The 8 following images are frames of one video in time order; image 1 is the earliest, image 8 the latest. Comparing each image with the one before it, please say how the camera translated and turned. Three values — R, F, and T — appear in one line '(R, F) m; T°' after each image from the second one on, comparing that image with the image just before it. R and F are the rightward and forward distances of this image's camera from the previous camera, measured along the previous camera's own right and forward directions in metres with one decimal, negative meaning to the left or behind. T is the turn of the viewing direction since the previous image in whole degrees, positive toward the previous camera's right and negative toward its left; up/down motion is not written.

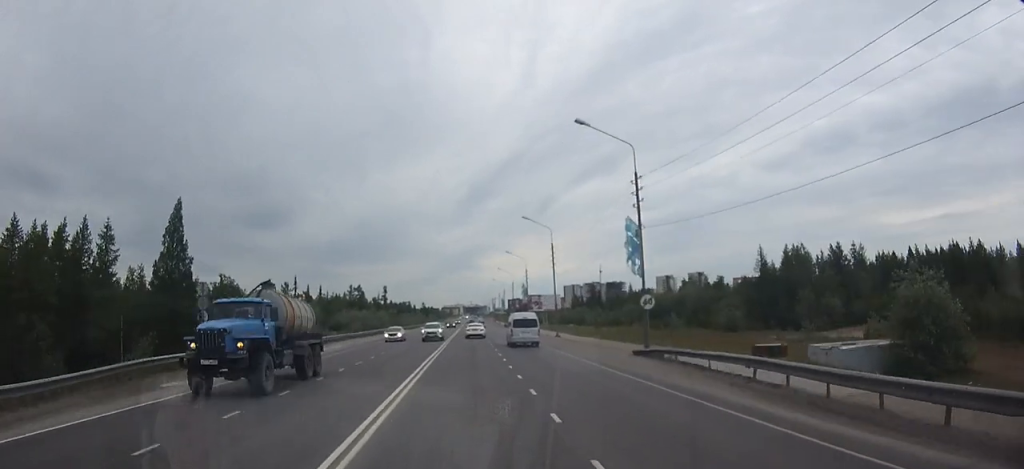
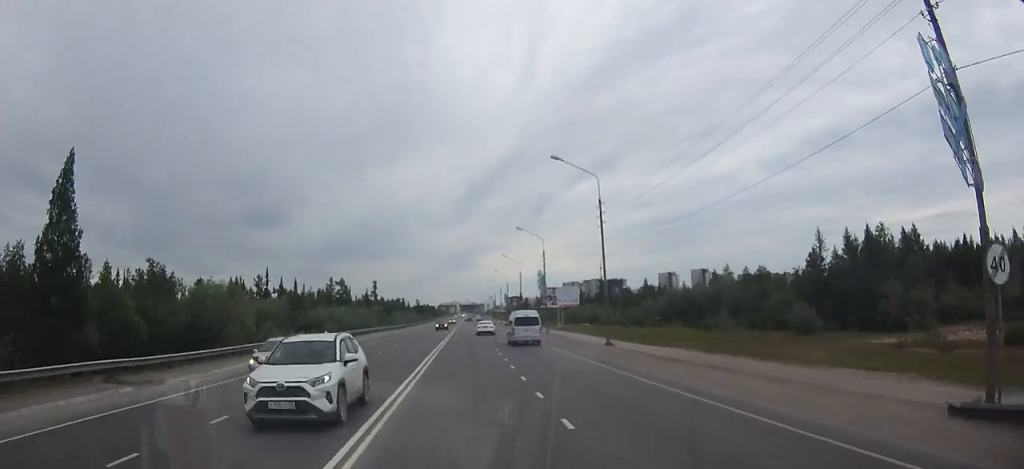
(0.0, +21.3) m; 0°
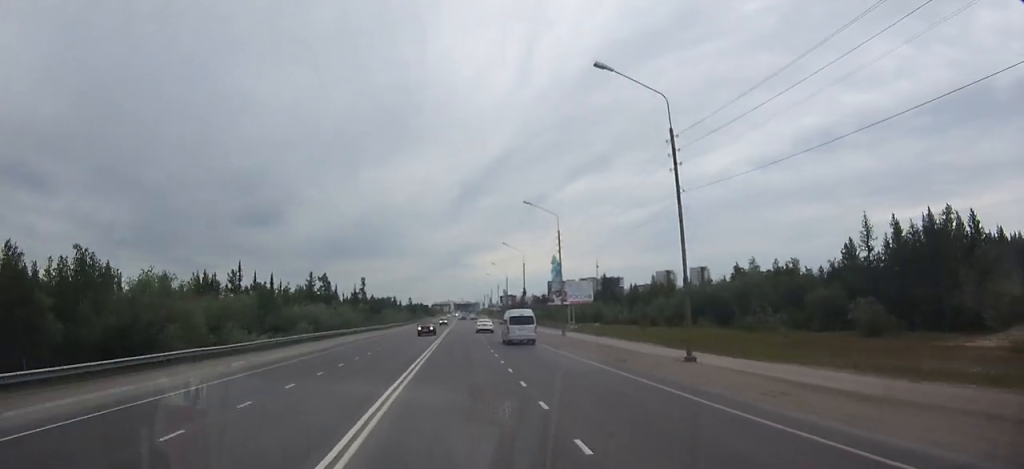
(0.0, +13.0) m; 0°
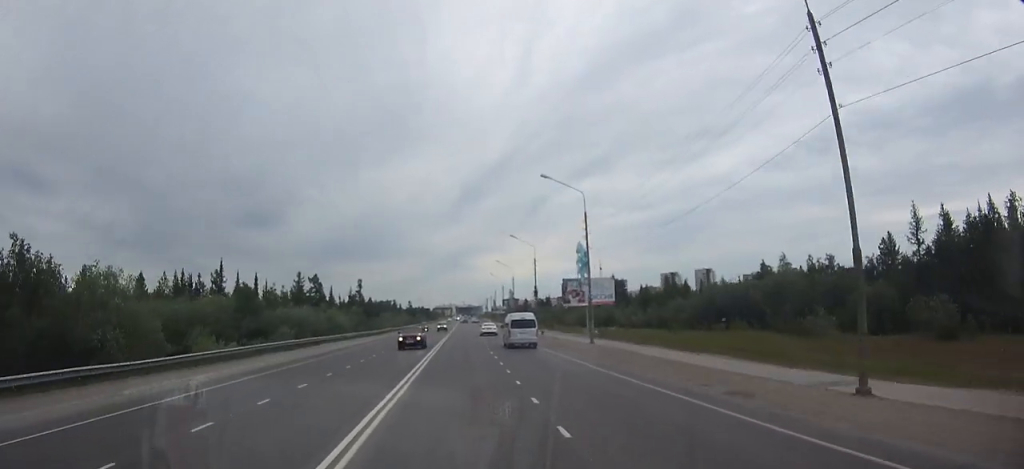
(0.0, +9.2) m; 0°
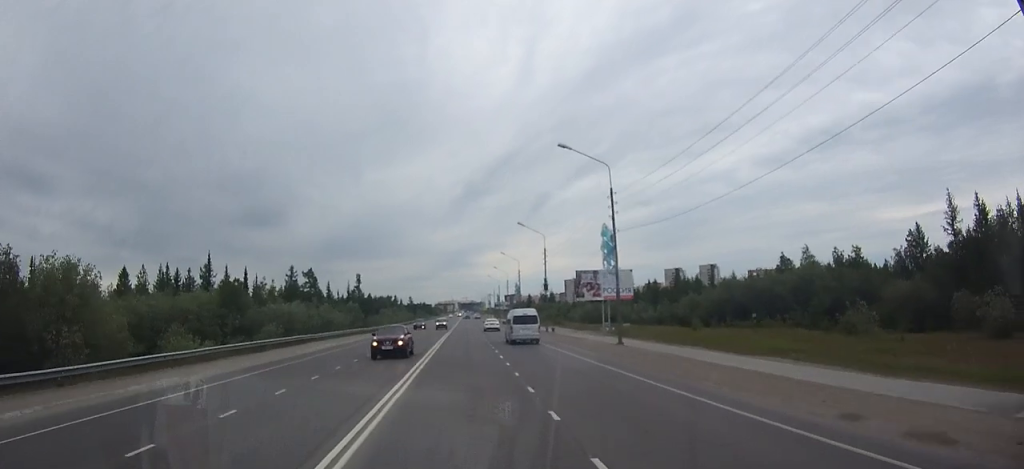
(0.0, +5.6) m; 0°
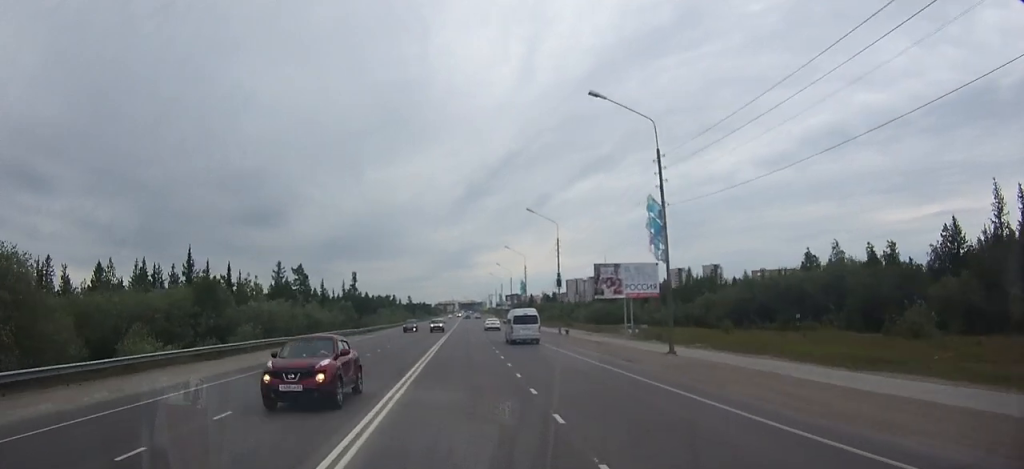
(0.0, +7.1) m; 0°
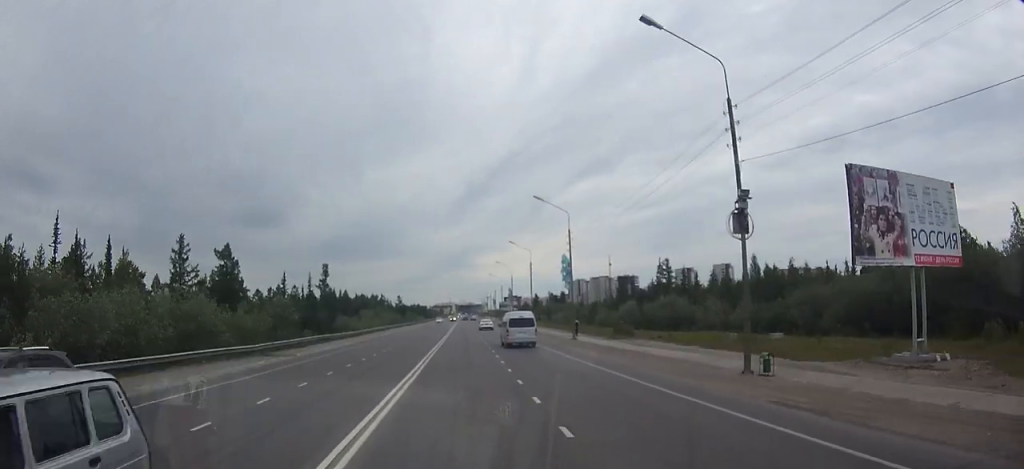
(0.0, +34.3) m; 0°
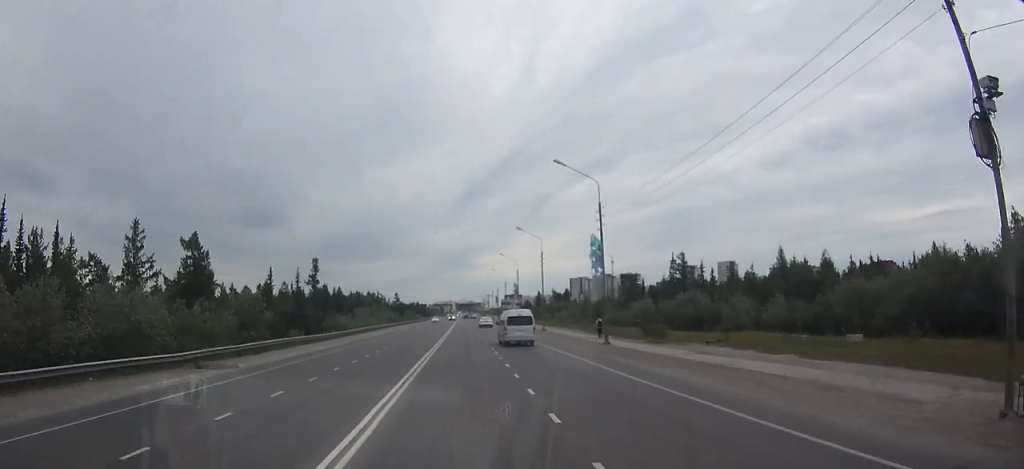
(0.0, +10.5) m; 0°
